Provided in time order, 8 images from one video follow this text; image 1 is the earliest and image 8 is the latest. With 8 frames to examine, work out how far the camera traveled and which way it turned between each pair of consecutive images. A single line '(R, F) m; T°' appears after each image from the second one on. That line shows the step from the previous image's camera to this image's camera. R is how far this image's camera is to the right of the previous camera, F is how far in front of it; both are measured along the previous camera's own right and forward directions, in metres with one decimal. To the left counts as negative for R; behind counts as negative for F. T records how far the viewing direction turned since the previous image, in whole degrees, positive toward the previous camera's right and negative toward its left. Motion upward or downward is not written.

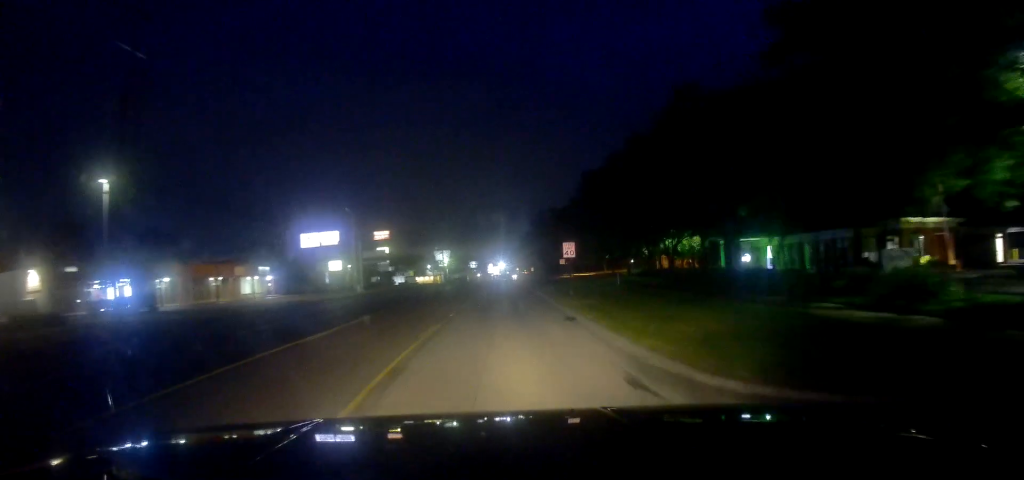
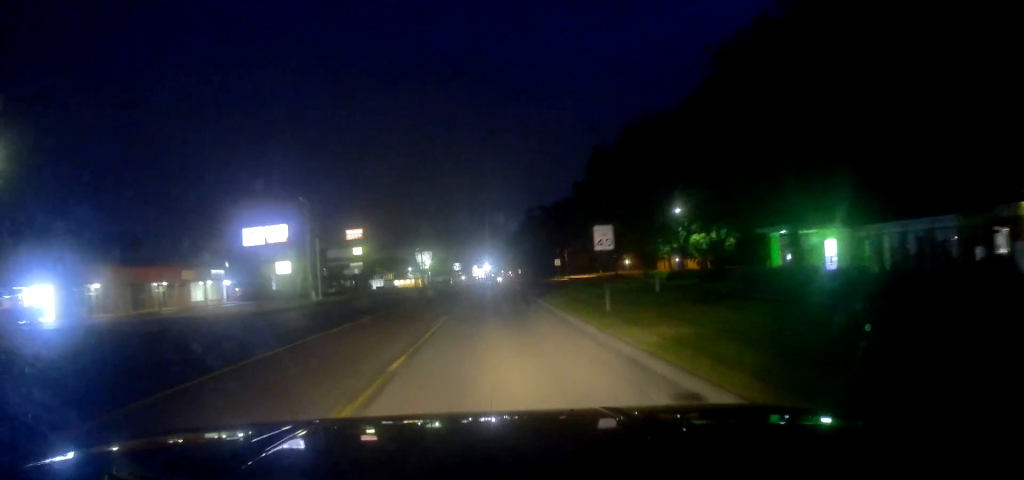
(+0.3, +11.6) m; -1°
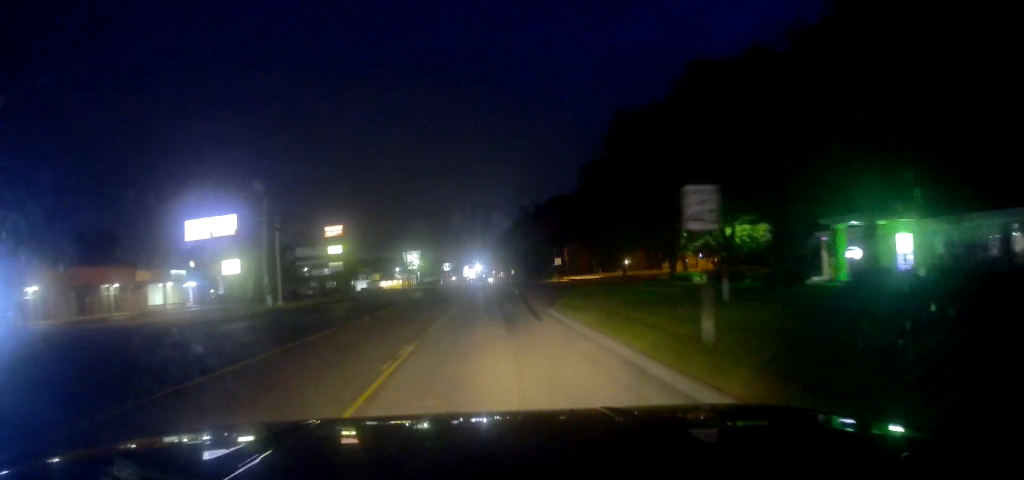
(-0.5, +8.8) m; 0°
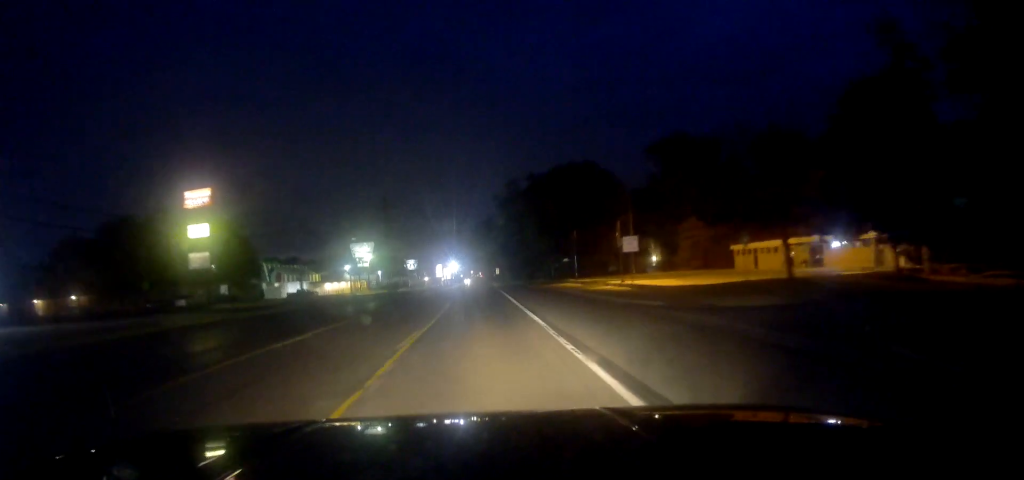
(+1.8, +42.1) m; +7°
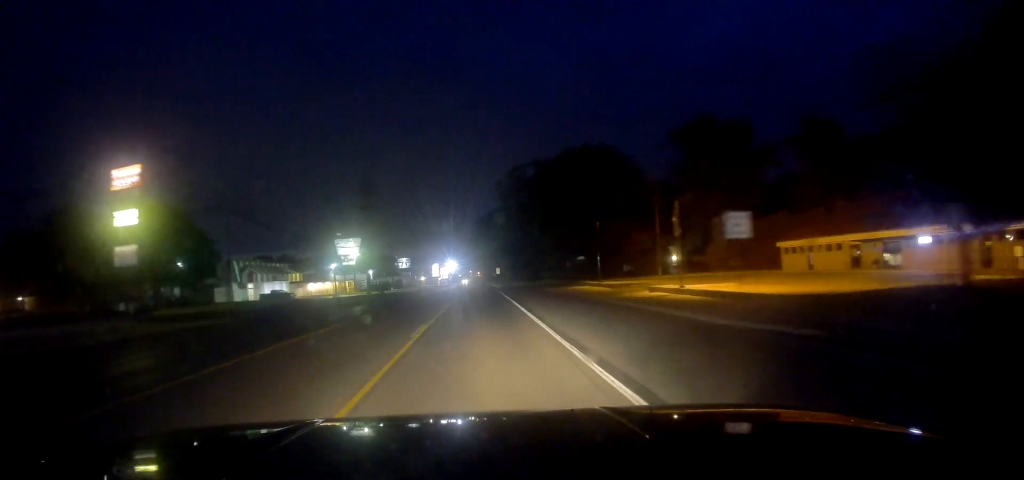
(+0.7, +13.1) m; +1°
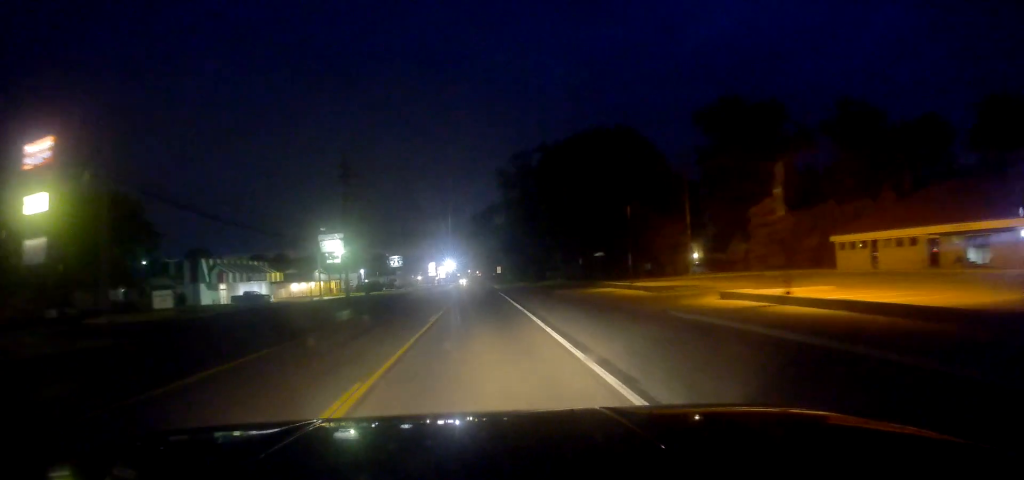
(+0.1, +10.7) m; 0°
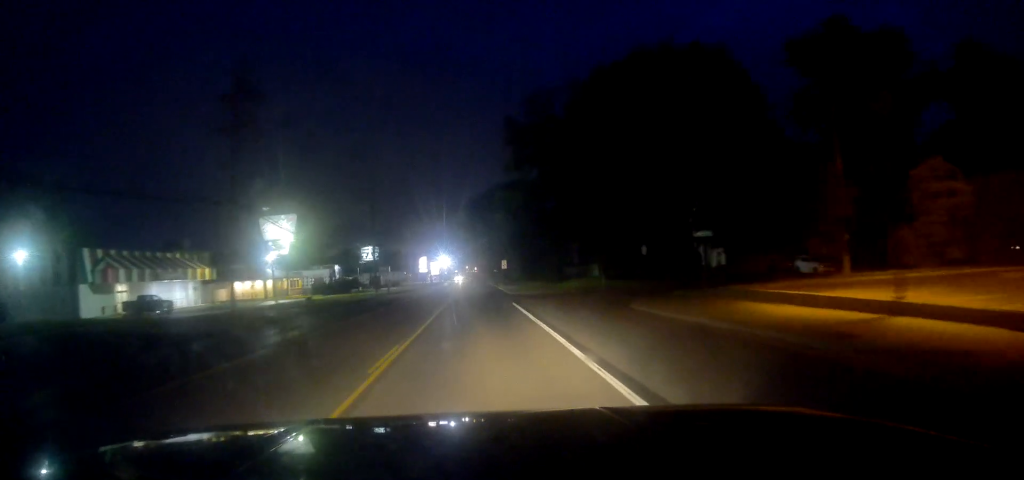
(-0.6, +26.6) m; 0°
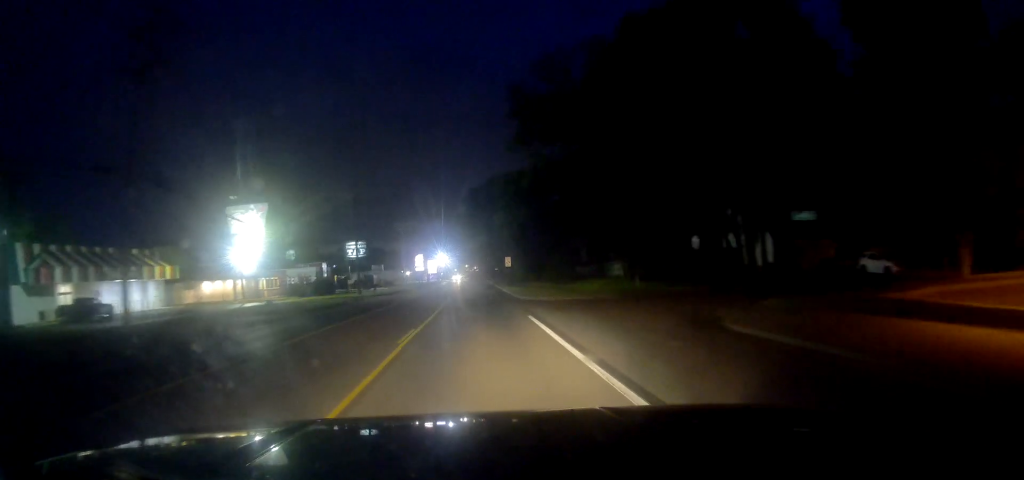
(+0.1, +10.2) m; 0°
